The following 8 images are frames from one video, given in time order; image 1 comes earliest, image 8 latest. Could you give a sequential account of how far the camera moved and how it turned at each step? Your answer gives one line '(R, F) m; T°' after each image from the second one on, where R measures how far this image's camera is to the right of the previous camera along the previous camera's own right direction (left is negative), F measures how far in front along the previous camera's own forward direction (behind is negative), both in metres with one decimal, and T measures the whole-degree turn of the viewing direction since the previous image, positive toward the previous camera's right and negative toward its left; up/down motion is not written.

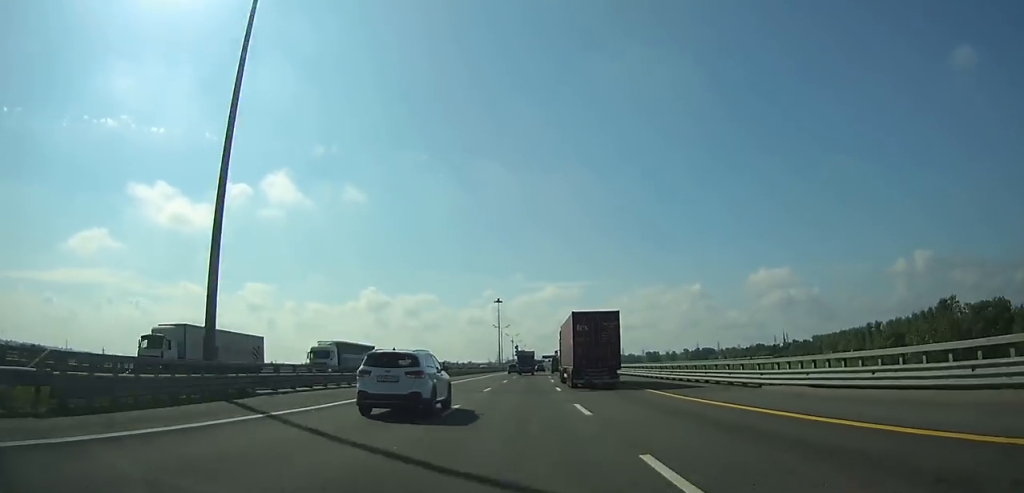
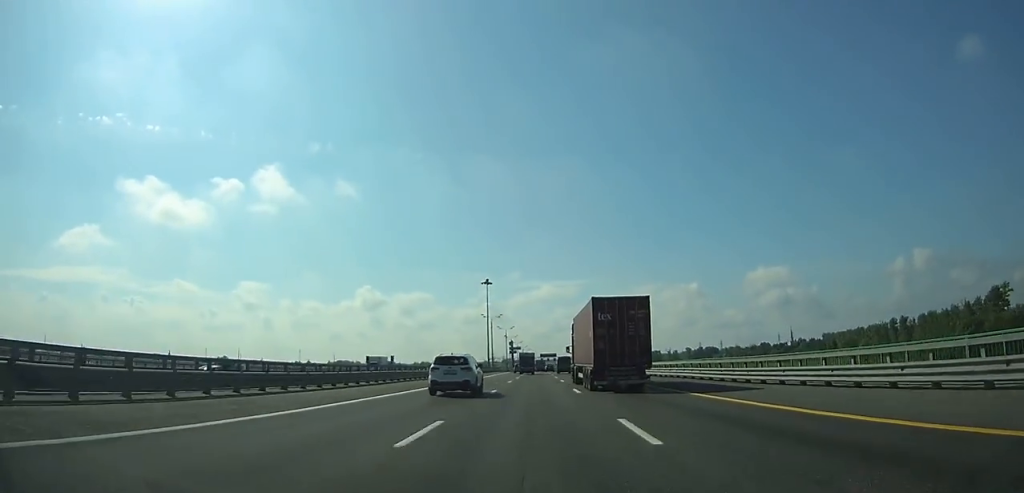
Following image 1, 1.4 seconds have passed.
(-0.2, +36.7) m; 0°
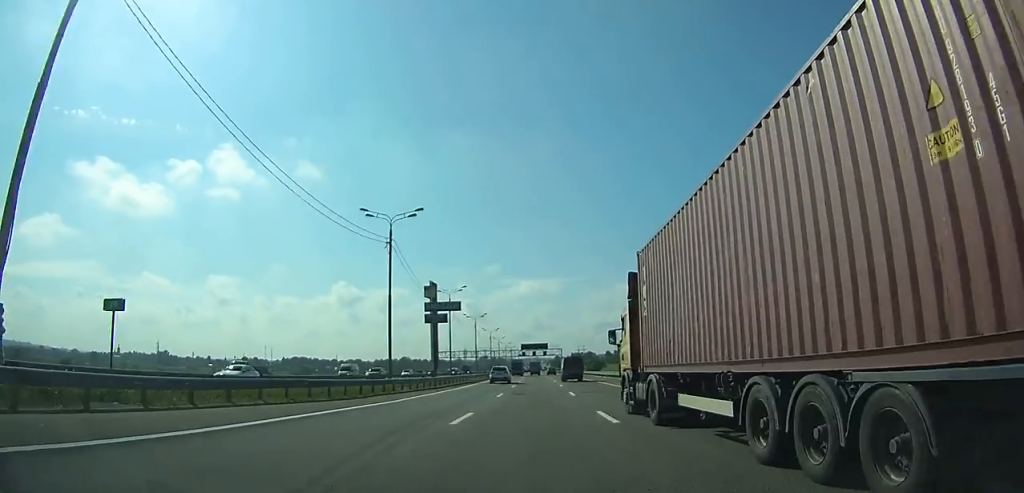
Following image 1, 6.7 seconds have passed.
(+2.7, +139.2) m; +2°
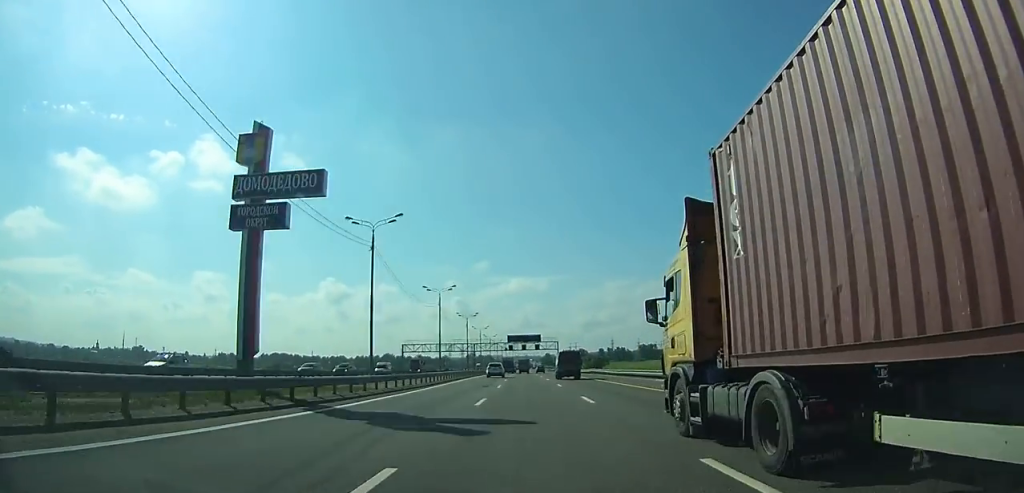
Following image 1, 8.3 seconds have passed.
(+0.1, +42.1) m; 0°
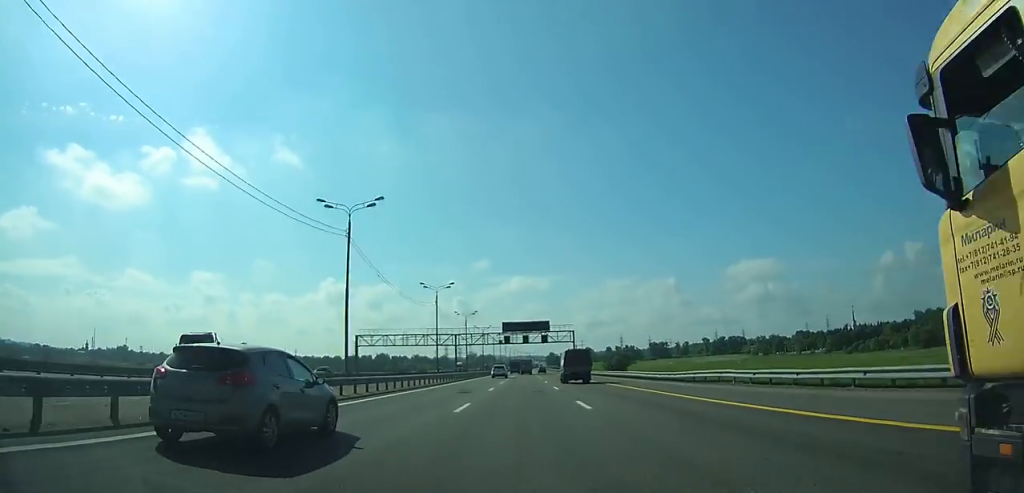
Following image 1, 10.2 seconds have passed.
(+0.2, +49.9) m; 0°
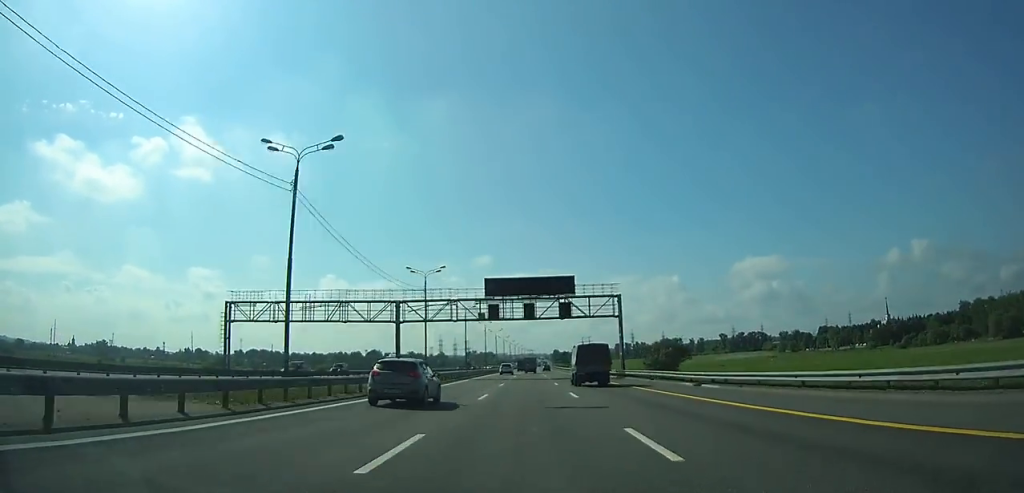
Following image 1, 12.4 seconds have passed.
(-0.1, +57.4) m; 0°
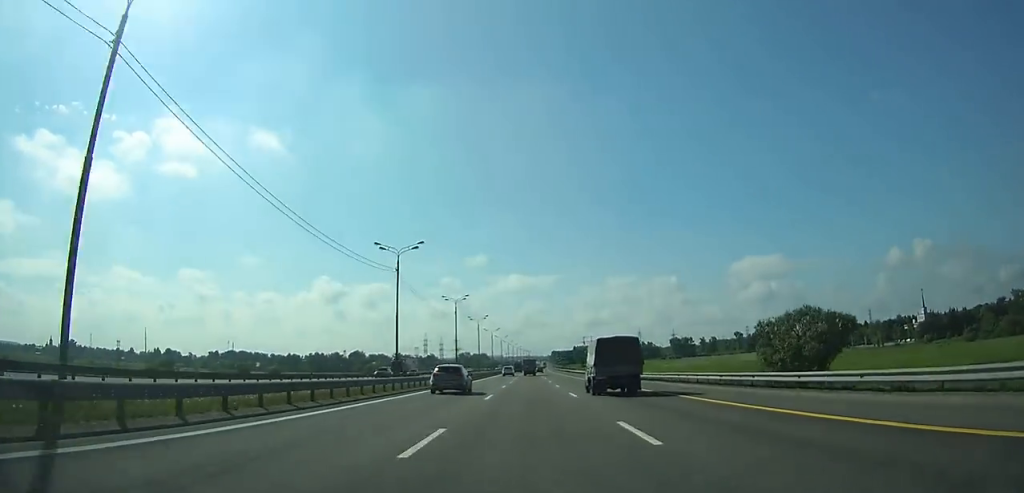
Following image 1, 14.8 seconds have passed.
(0.0, +62.3) m; 0°
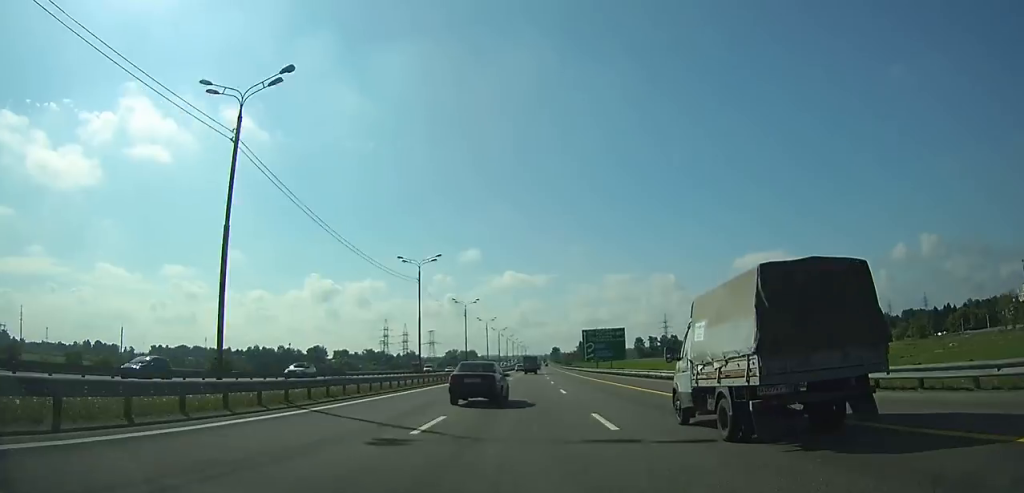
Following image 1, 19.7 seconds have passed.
(+0.8, +126.1) m; +1°
